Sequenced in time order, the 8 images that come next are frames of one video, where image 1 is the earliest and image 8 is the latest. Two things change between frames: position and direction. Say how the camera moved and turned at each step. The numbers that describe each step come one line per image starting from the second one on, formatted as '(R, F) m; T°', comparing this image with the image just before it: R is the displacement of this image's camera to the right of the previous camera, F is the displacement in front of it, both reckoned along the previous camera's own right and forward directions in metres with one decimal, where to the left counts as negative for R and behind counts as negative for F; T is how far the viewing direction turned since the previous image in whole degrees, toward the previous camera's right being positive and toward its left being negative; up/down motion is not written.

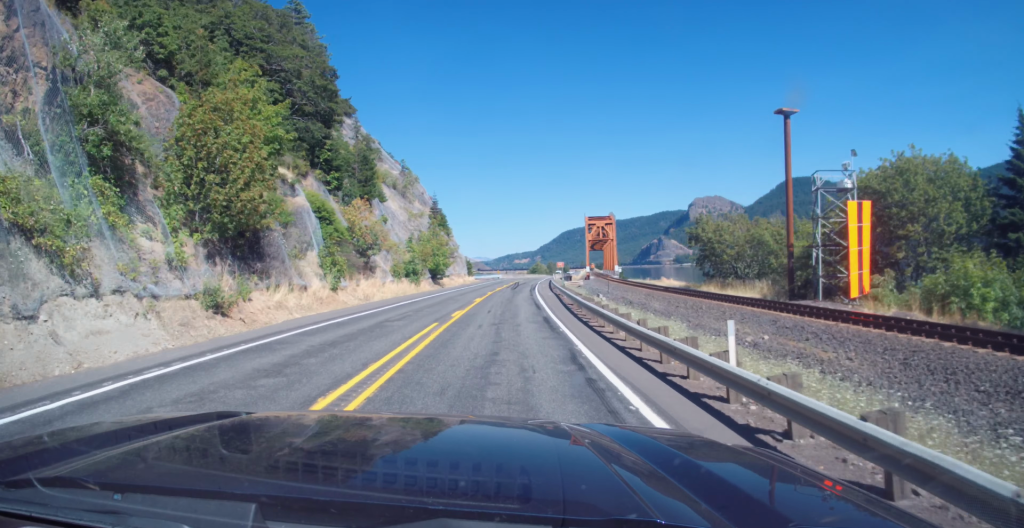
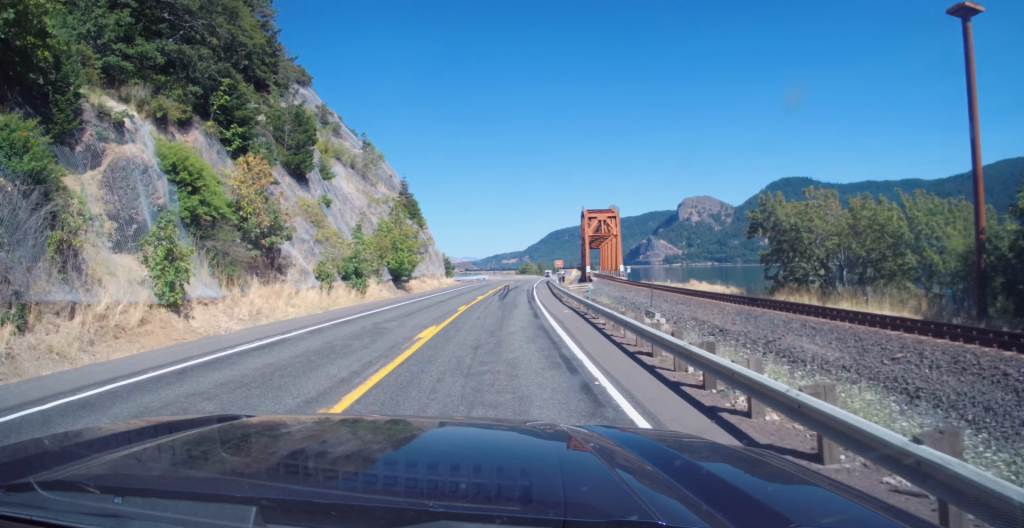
(+0.4, +19.8) m; +1°
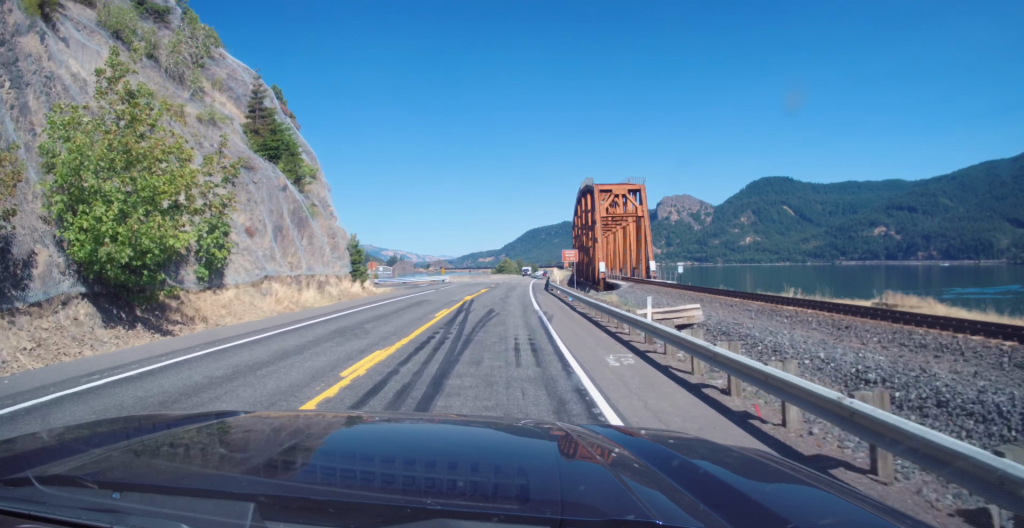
(+0.5, +42.0) m; +2°
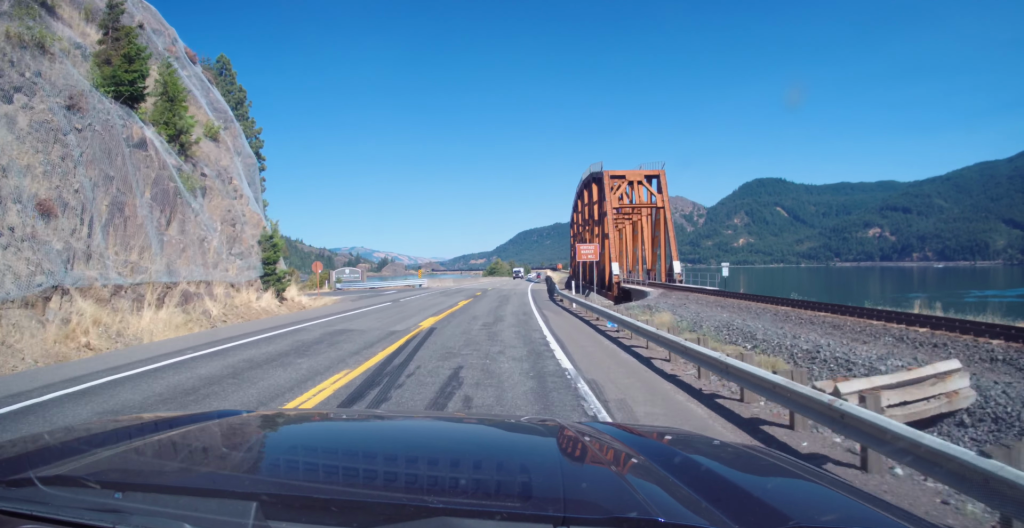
(+0.3, +15.1) m; +1°
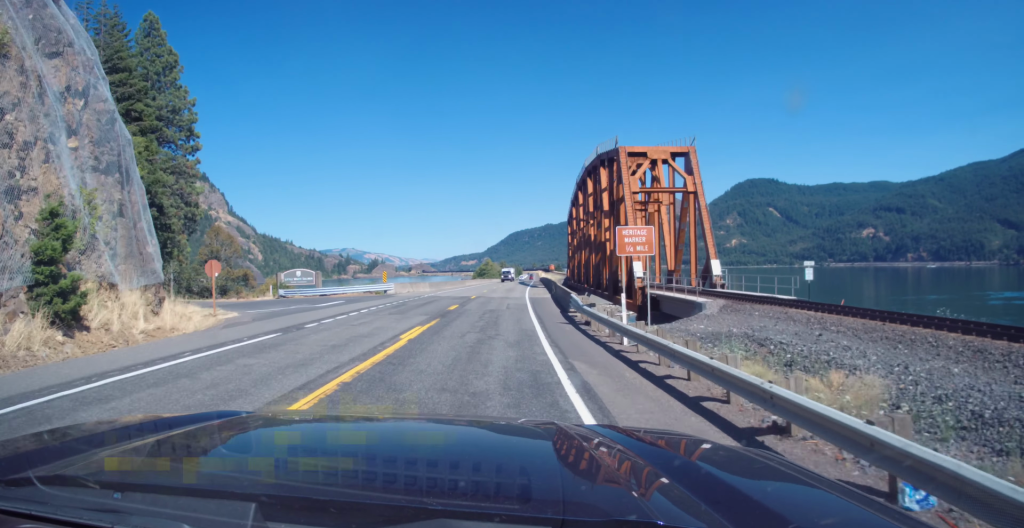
(+0.2, +15.1) m; +1°
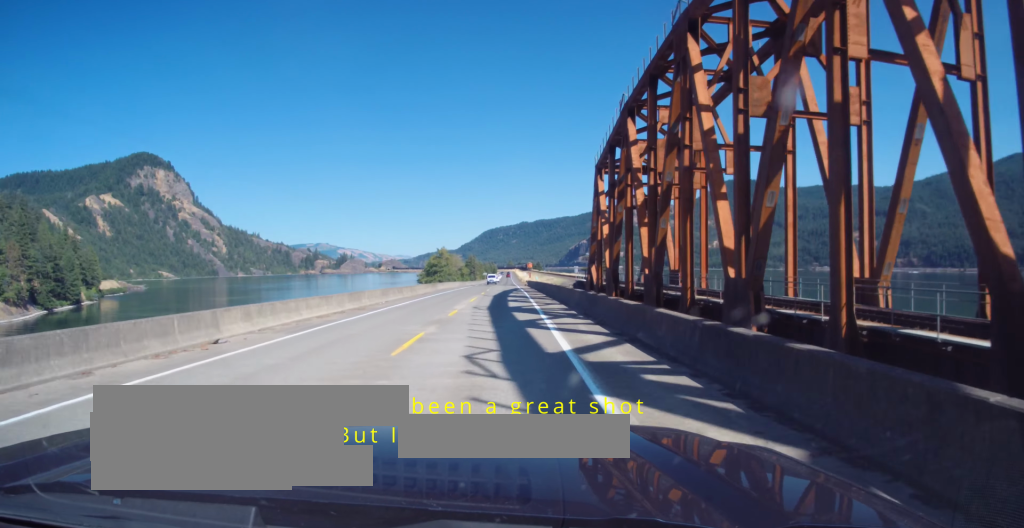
(+1.9, +73.9) m; +2°
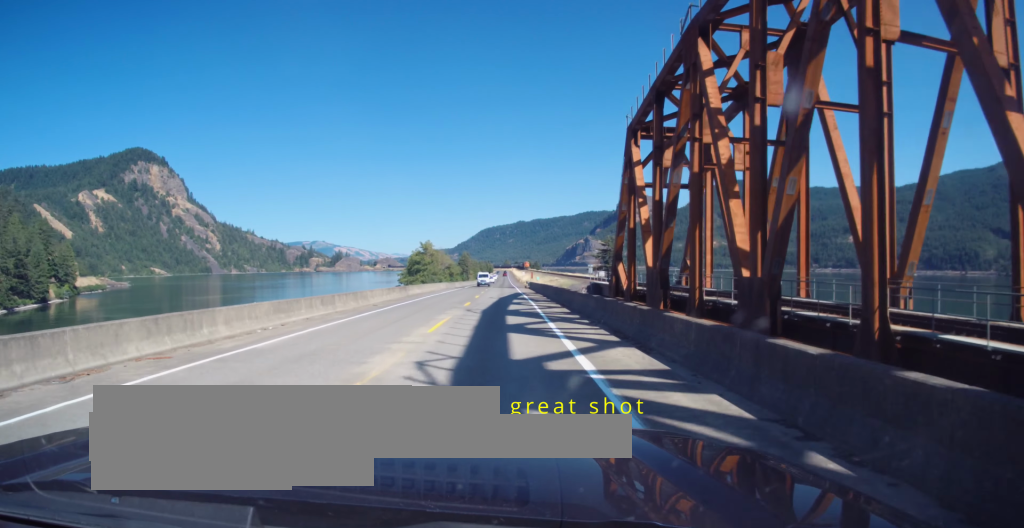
(0.0, +18.8) m; 0°
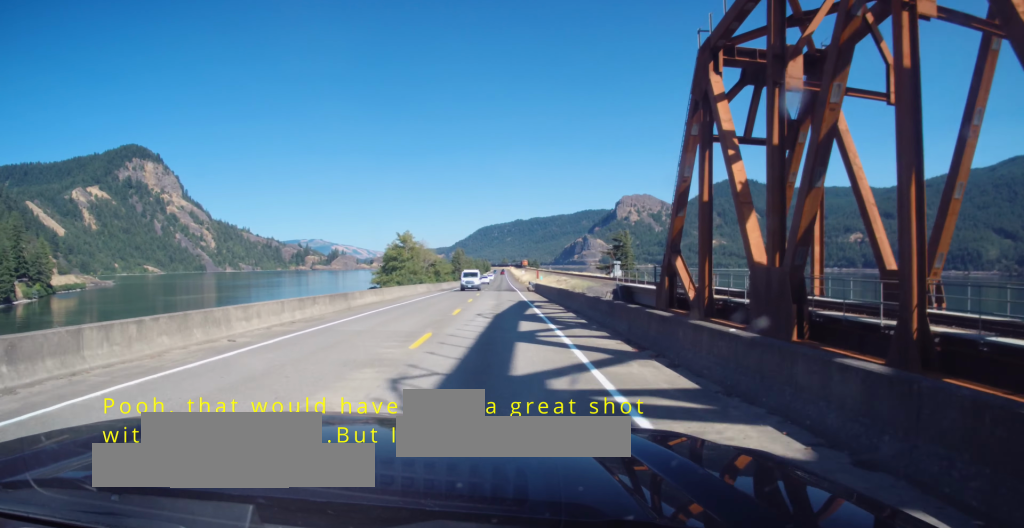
(0.0, +18.9) m; +1°
